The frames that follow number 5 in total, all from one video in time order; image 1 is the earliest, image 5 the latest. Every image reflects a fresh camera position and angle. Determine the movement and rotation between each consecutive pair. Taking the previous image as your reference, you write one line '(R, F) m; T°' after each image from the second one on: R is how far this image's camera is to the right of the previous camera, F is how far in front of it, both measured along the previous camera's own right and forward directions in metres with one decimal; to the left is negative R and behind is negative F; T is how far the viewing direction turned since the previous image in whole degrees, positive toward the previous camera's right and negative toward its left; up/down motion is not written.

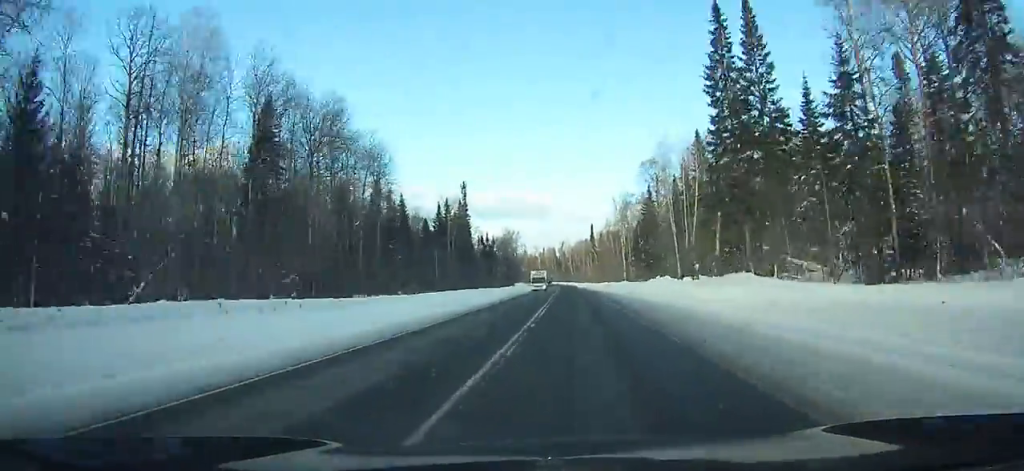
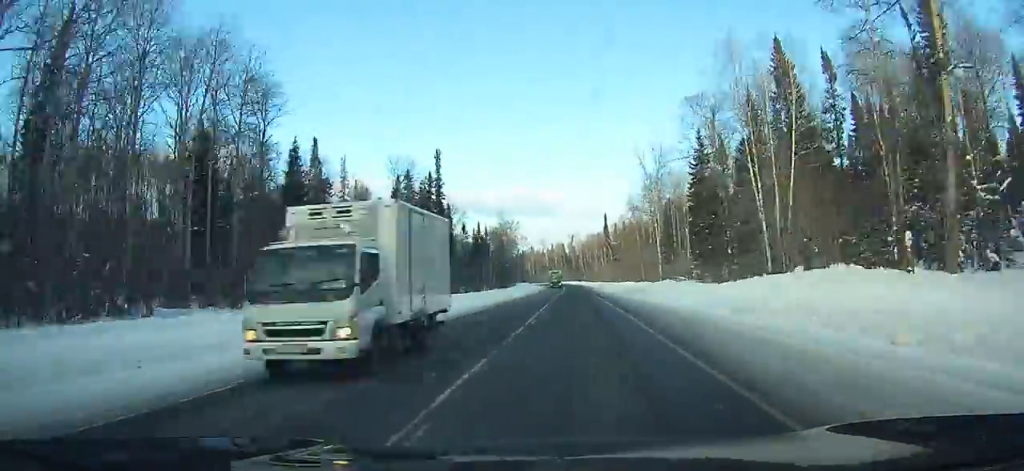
(-0.5, +35.5) m; -1°
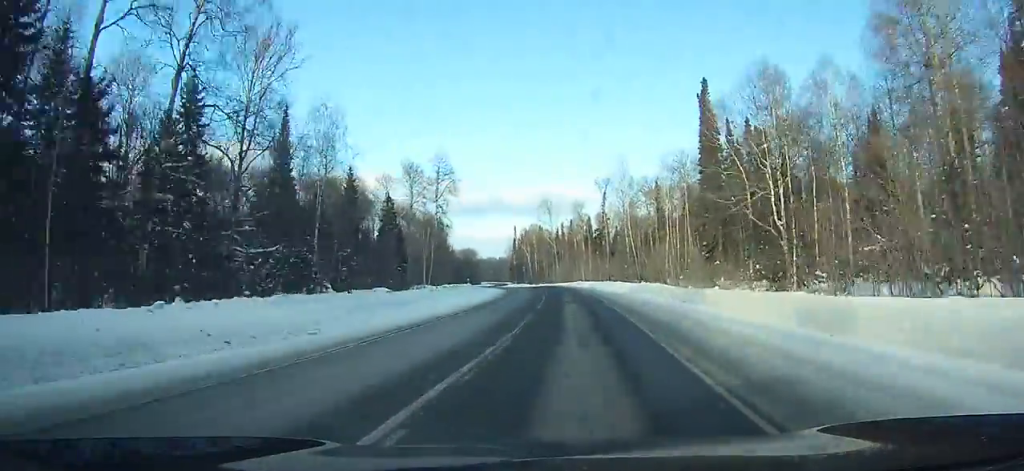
(-3.8, +154.2) m; -3°
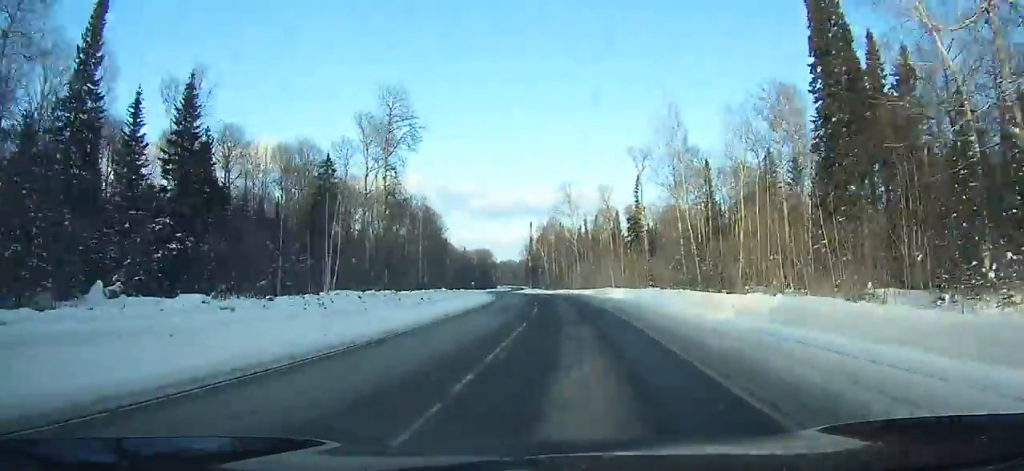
(-0.4, +32.4) m; -1°
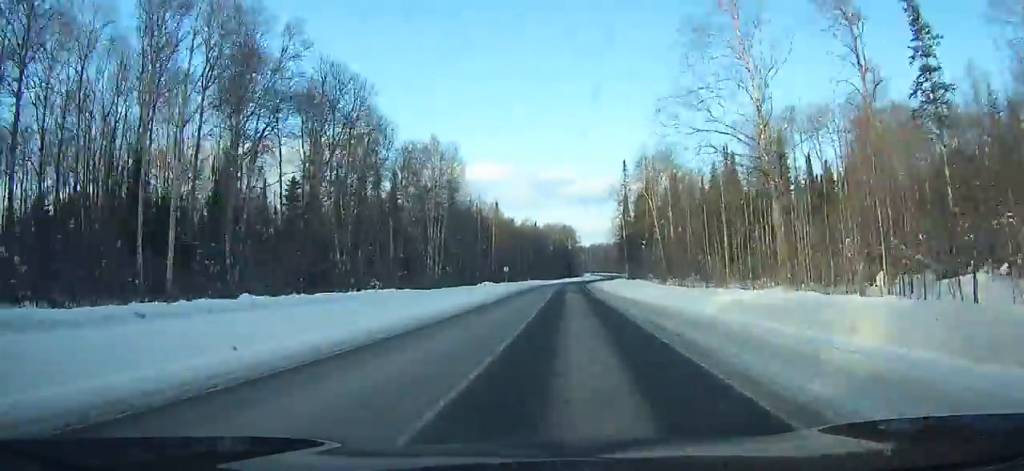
(-6.6, +87.8) m; -12°
